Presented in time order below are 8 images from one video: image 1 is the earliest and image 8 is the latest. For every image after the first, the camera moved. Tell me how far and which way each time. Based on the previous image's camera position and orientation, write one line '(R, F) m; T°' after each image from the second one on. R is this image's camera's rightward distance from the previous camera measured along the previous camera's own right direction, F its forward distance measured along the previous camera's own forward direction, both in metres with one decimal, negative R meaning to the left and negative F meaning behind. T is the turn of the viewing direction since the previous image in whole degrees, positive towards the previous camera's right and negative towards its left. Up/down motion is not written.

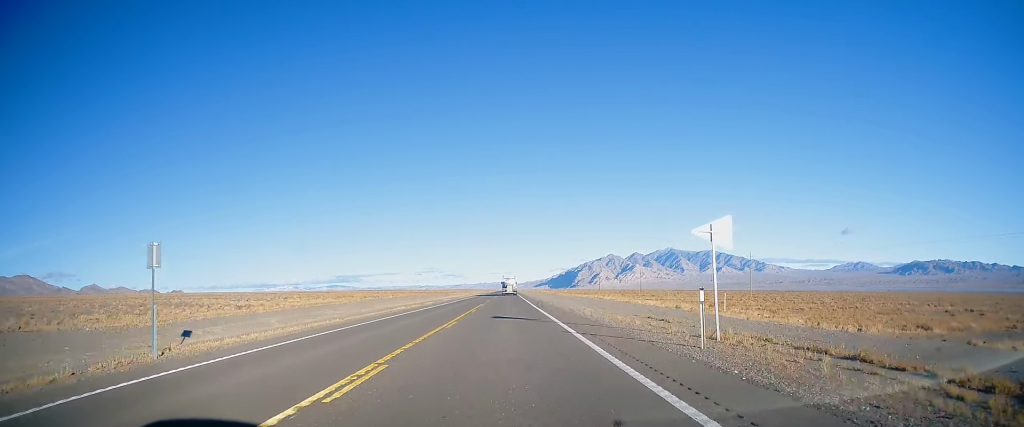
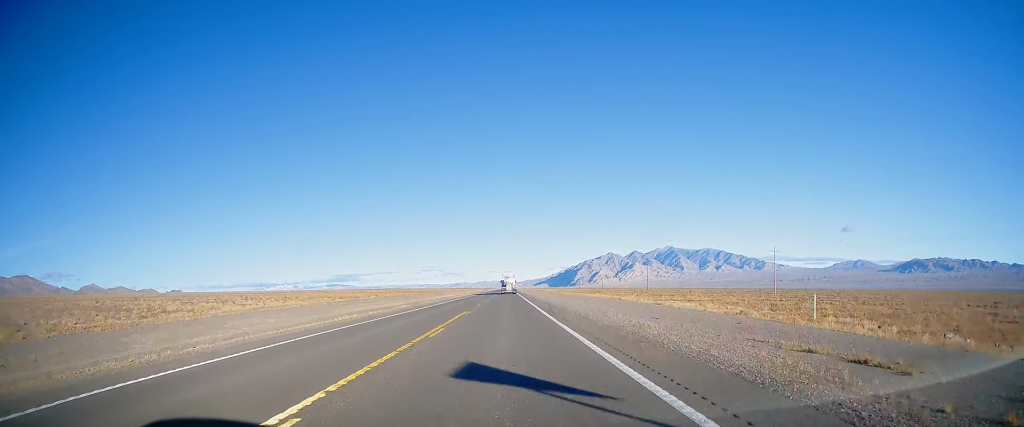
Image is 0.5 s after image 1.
(-0.2, +15.9) m; 0°
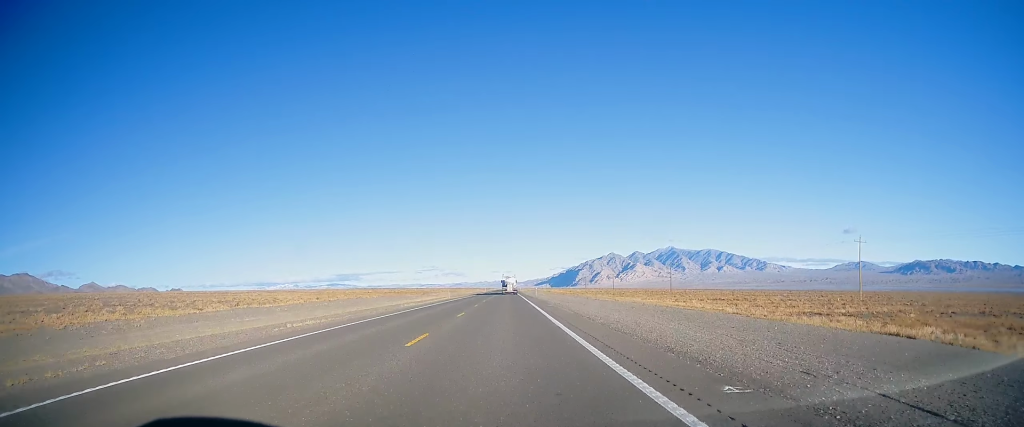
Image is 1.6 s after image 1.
(+0.2, +38.5) m; 0°
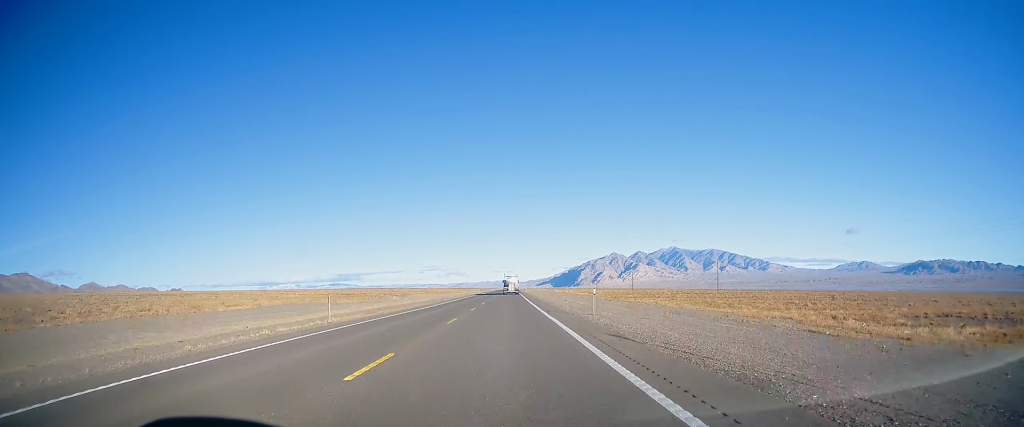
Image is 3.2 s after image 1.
(-0.3, +53.3) m; 0°
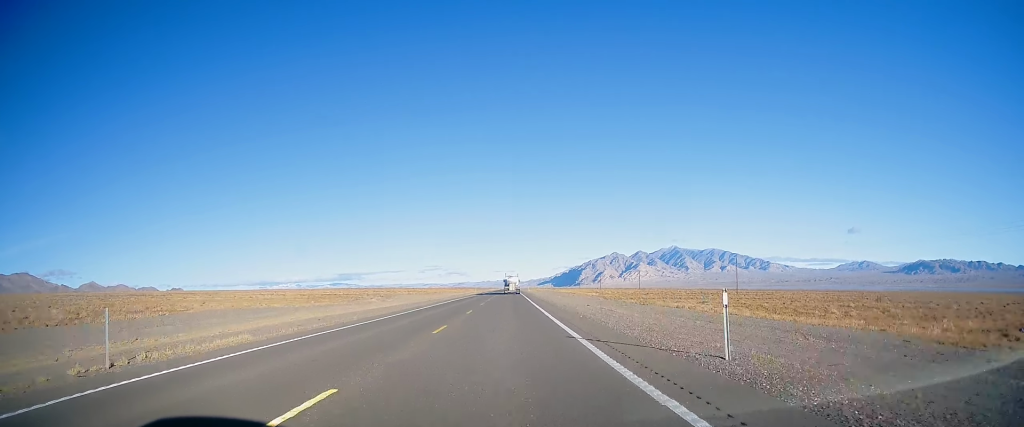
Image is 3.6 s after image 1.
(+0.4, +15.9) m; 0°
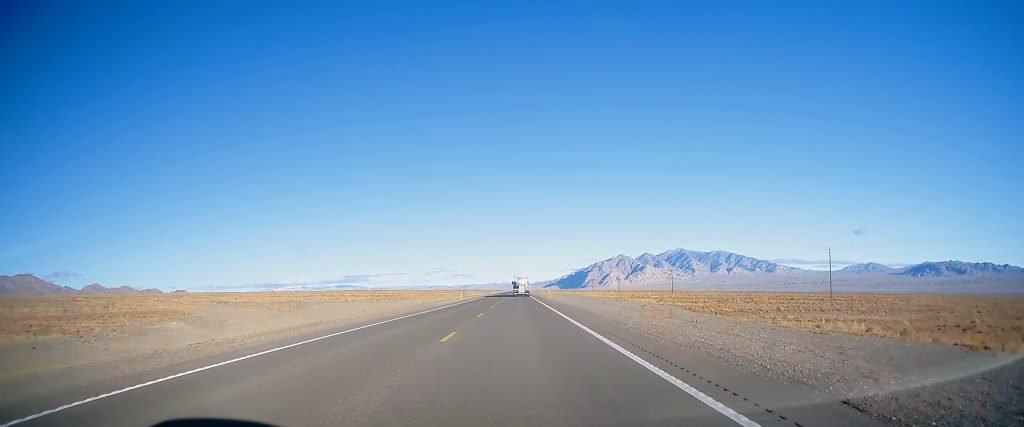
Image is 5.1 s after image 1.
(-0.7, +51.1) m; -1°
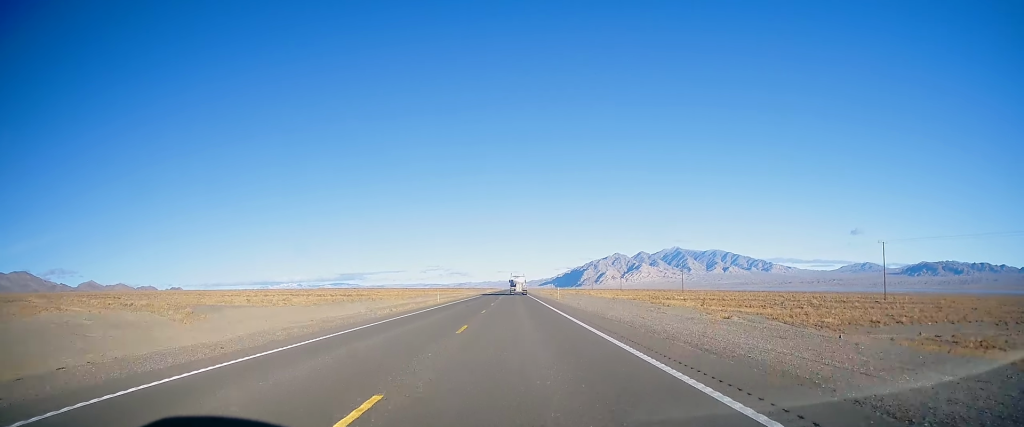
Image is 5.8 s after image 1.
(0.0, +21.3) m; 0°
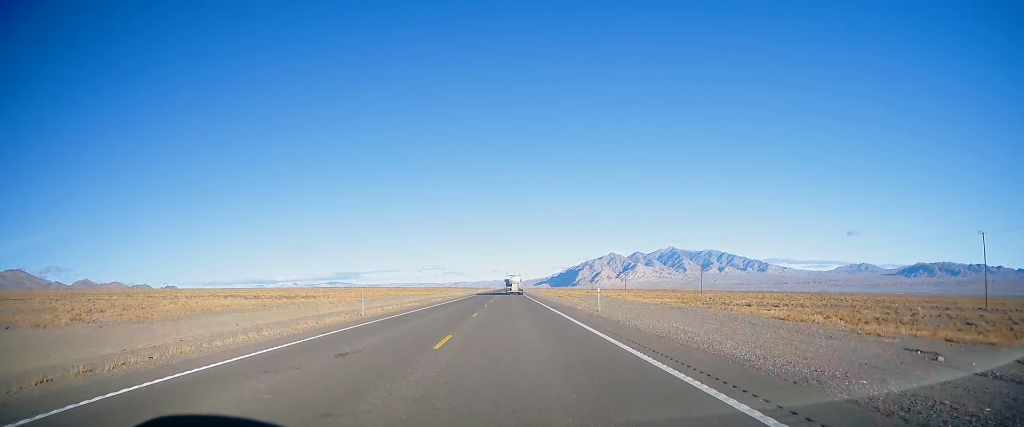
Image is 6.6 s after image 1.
(0.0, +28.2) m; +1°
